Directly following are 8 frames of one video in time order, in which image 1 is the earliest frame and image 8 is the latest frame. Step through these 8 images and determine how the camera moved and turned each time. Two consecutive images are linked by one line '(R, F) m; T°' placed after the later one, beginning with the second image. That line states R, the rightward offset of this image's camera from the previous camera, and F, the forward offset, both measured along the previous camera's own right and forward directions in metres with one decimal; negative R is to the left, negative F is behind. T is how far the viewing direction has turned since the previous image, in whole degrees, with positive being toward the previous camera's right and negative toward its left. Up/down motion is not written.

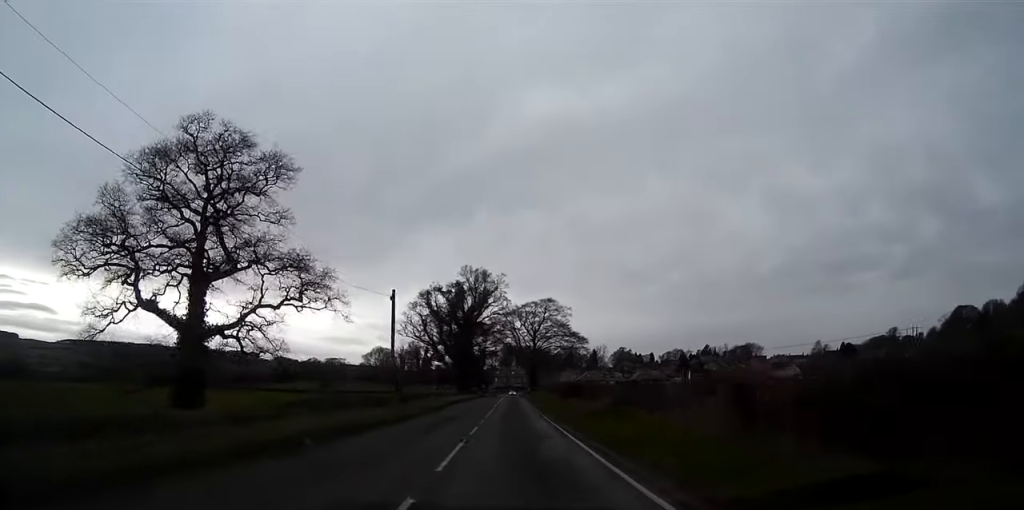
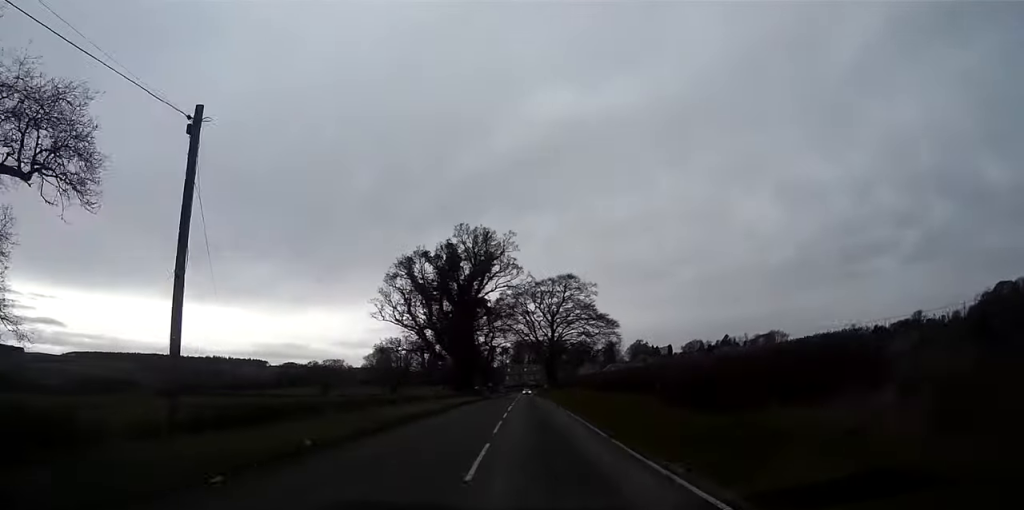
(-0.6, +28.6) m; -2°
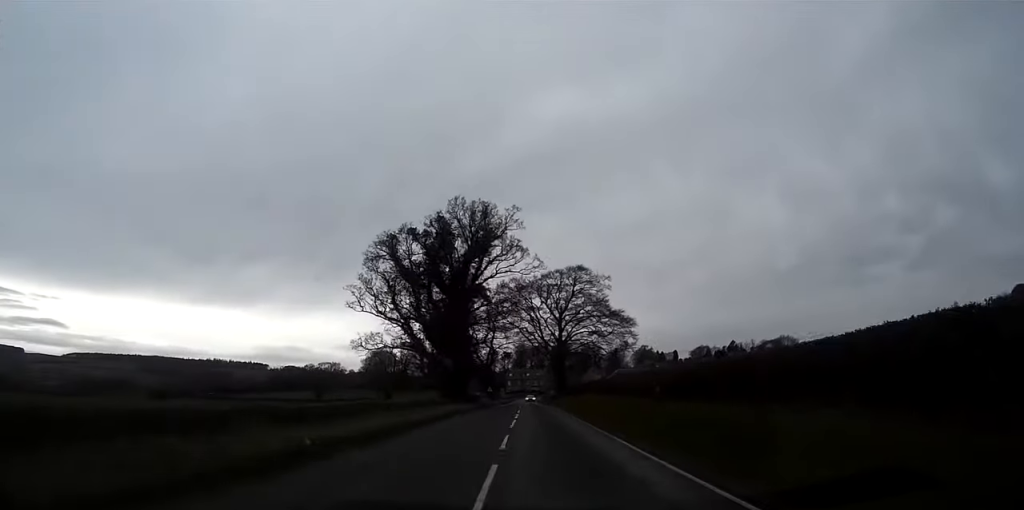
(-0.1, +13.2) m; 0°
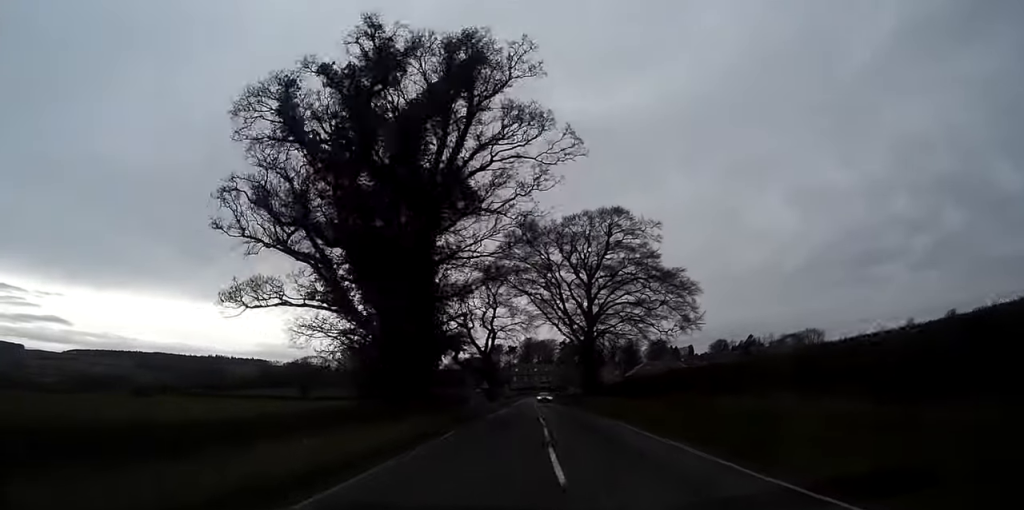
(-0.1, +33.3) m; 0°
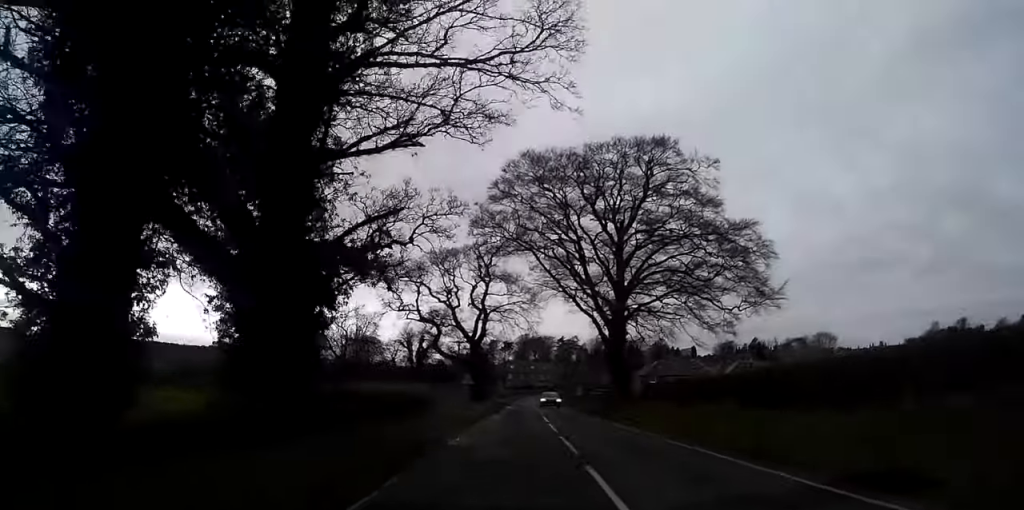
(0.0, +21.6) m; 0°
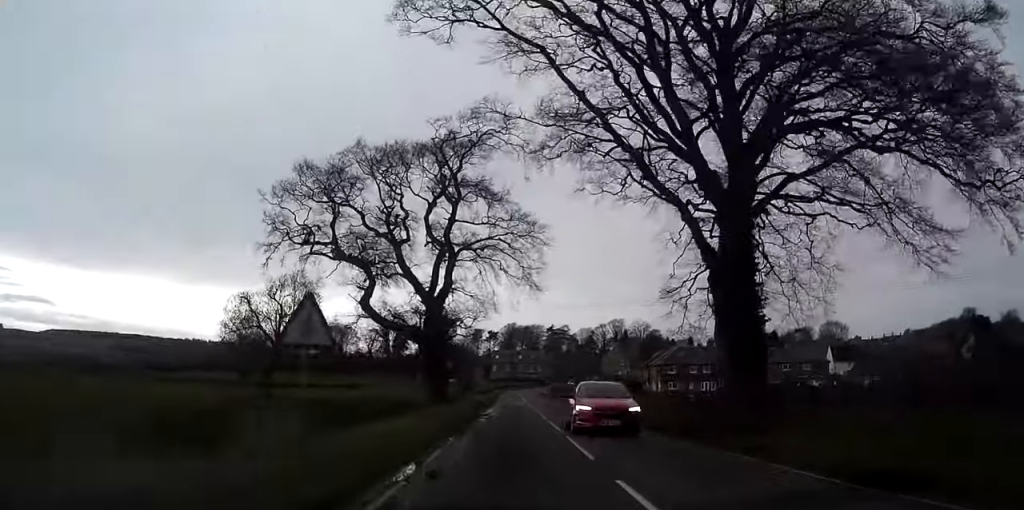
(+0.1, +29.3) m; +1°
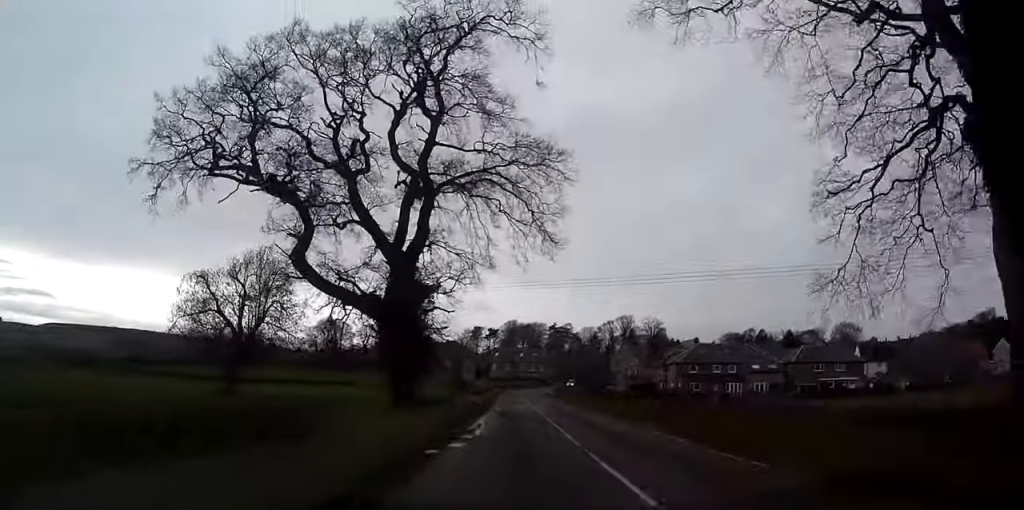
(0.0, +14.2) m; +1°
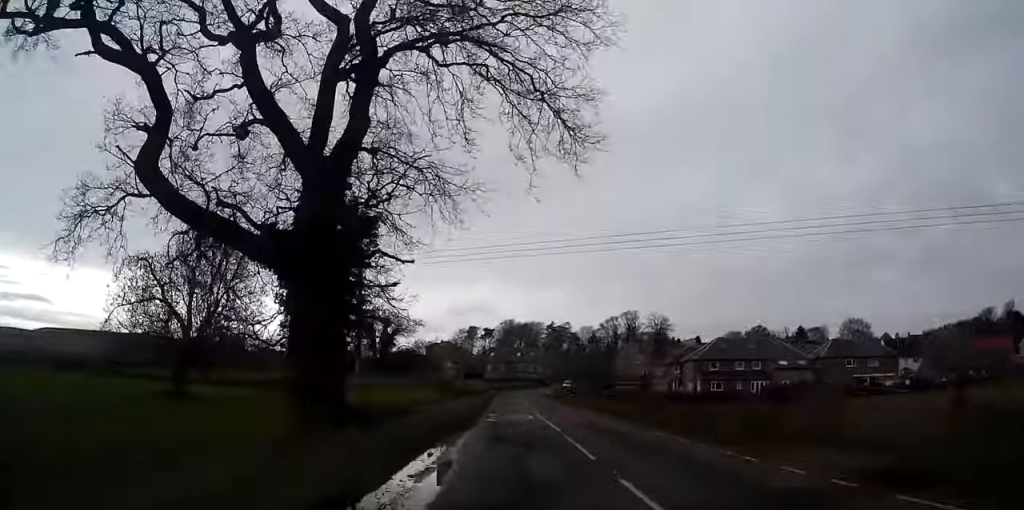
(+0.1, +12.7) m; 0°
